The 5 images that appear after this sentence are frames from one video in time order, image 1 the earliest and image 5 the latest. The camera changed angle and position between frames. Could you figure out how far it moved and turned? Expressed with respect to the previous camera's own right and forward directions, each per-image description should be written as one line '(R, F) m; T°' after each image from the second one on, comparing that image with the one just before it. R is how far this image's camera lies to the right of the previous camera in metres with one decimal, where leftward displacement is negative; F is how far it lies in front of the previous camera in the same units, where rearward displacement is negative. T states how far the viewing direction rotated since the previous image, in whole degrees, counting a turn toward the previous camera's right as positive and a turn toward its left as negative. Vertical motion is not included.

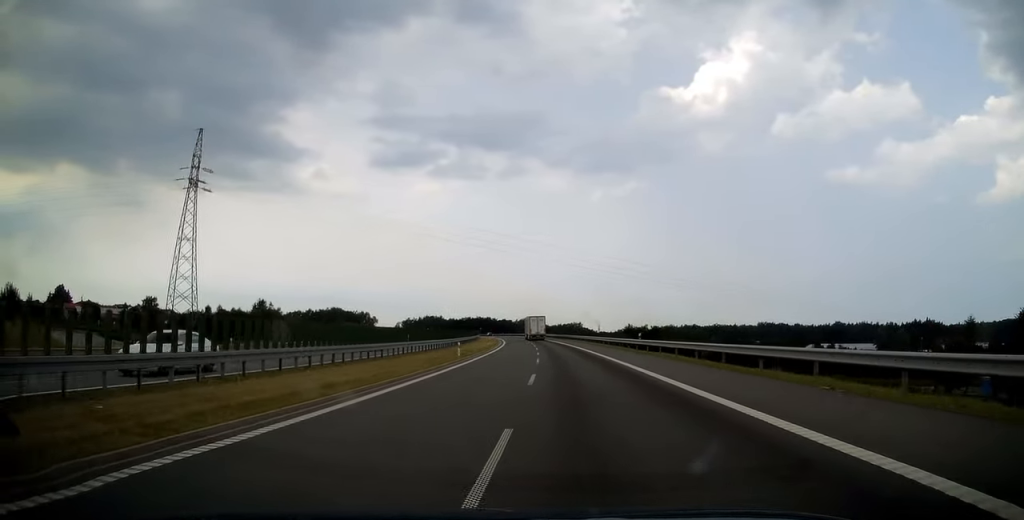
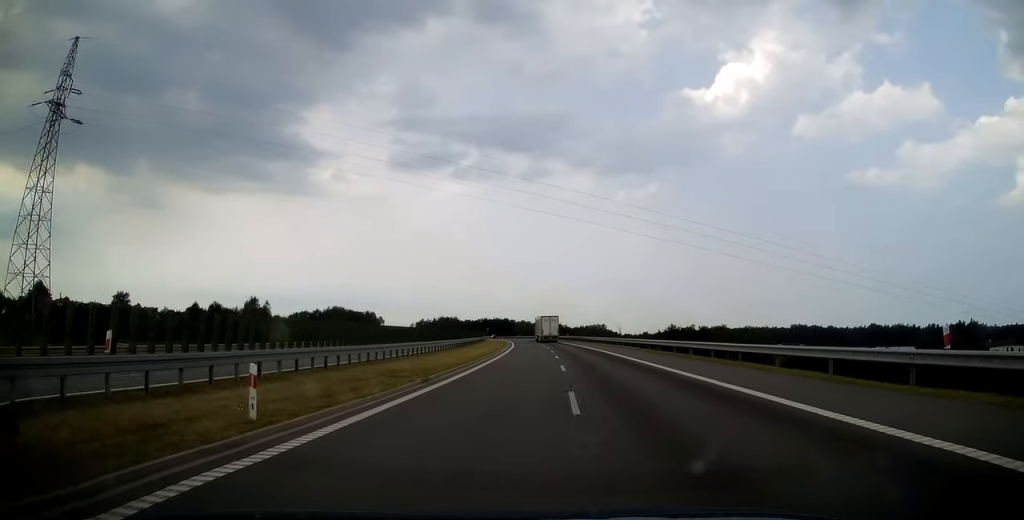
(-0.8, +30.5) m; -3°
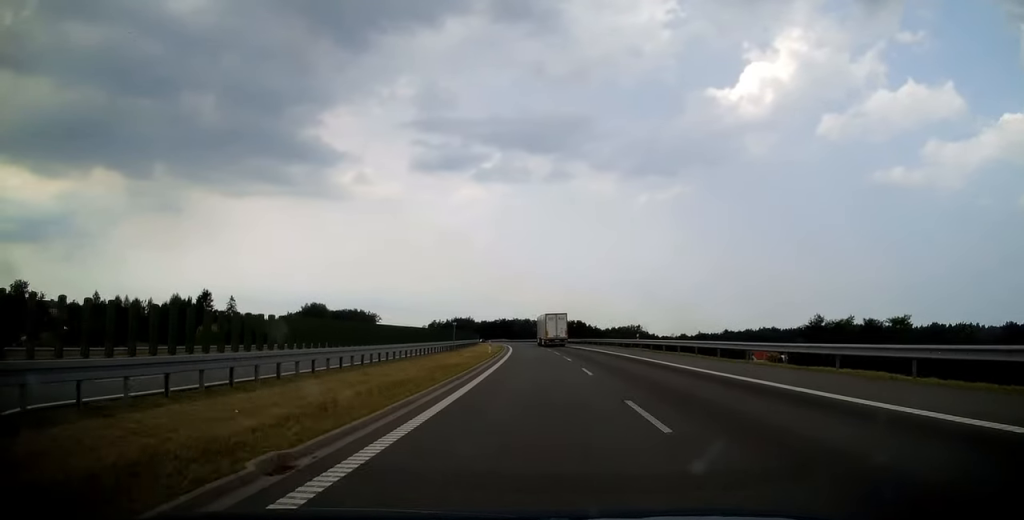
(-1.3, +61.9) m; -2°
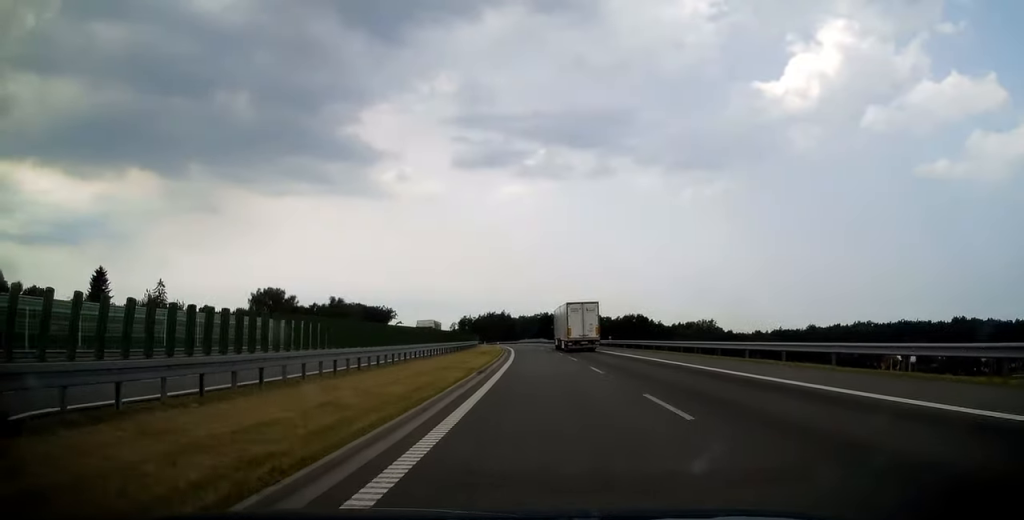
(-3.4, +82.6) m; -5°
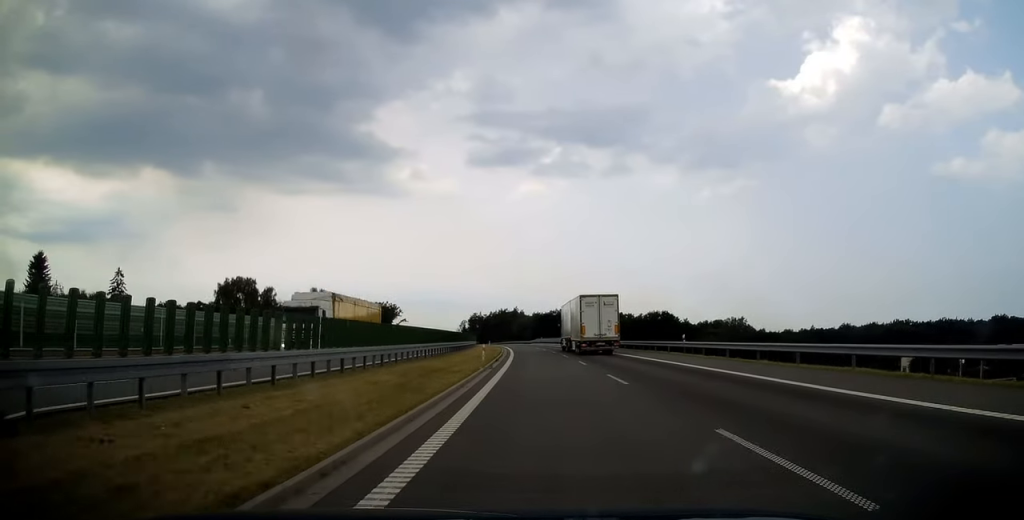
(-0.4, +28.8) m; -1°
